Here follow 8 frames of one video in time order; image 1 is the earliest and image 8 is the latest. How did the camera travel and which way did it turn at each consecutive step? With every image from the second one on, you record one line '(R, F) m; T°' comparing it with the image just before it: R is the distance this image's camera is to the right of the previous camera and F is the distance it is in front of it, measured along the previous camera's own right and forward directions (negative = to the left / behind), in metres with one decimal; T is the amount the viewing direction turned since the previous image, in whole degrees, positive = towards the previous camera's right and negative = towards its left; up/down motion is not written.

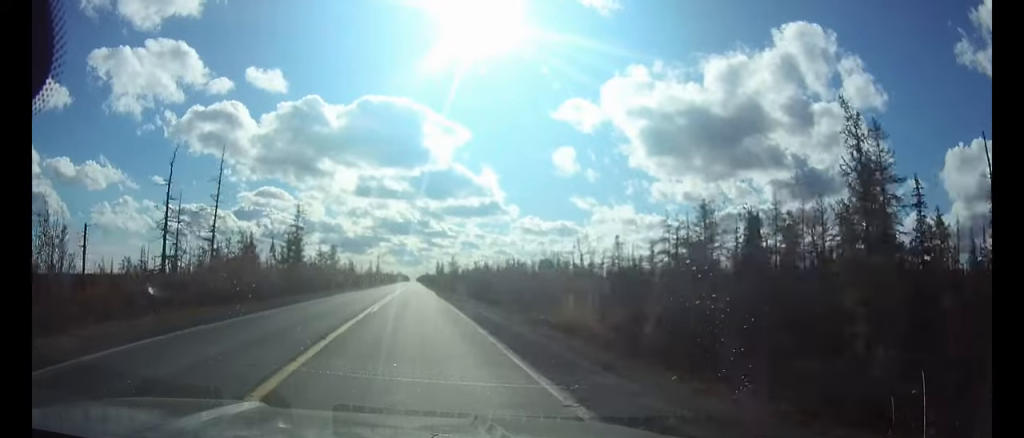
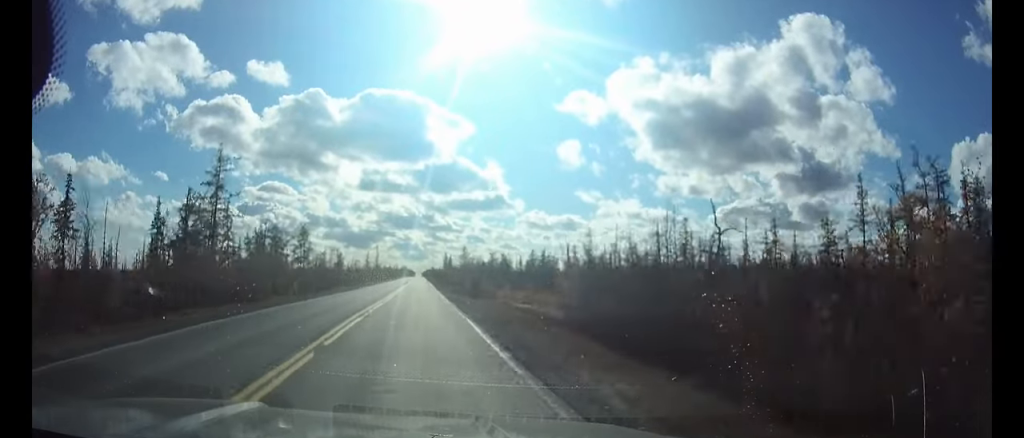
(-0.1, +35.6) m; 0°
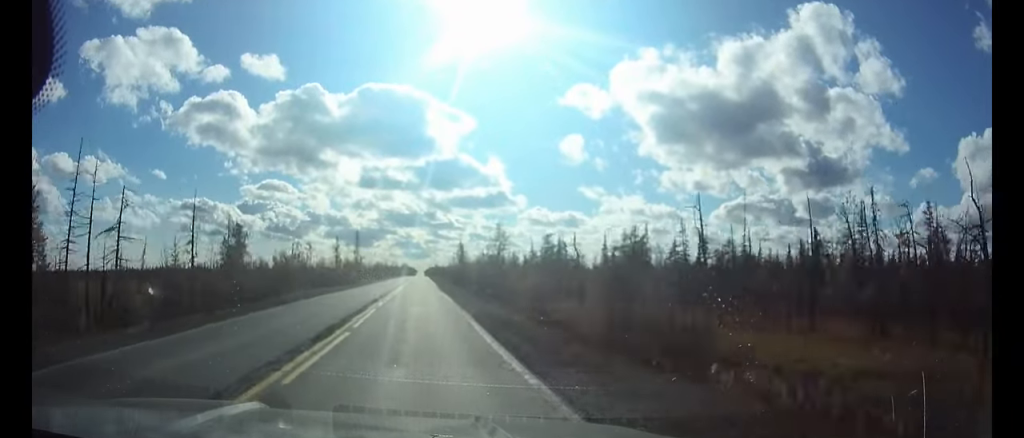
(-0.2, +76.0) m; 0°
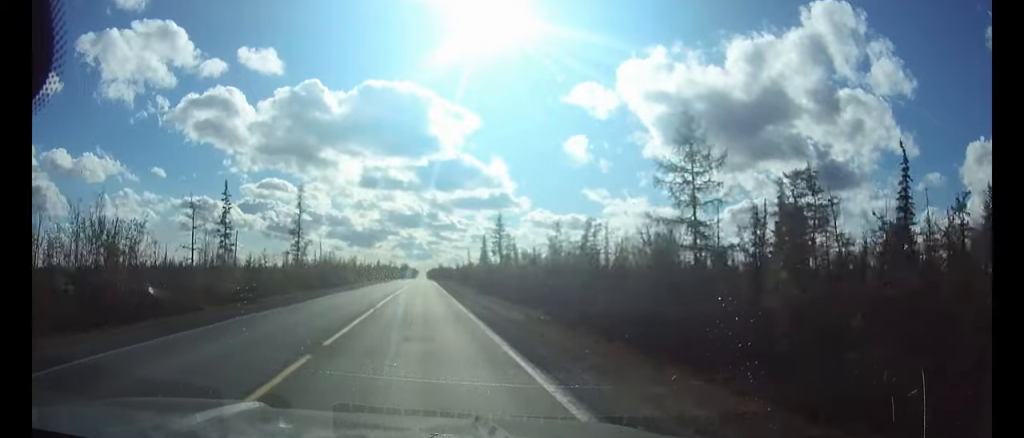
(-0.2, +78.2) m; 0°
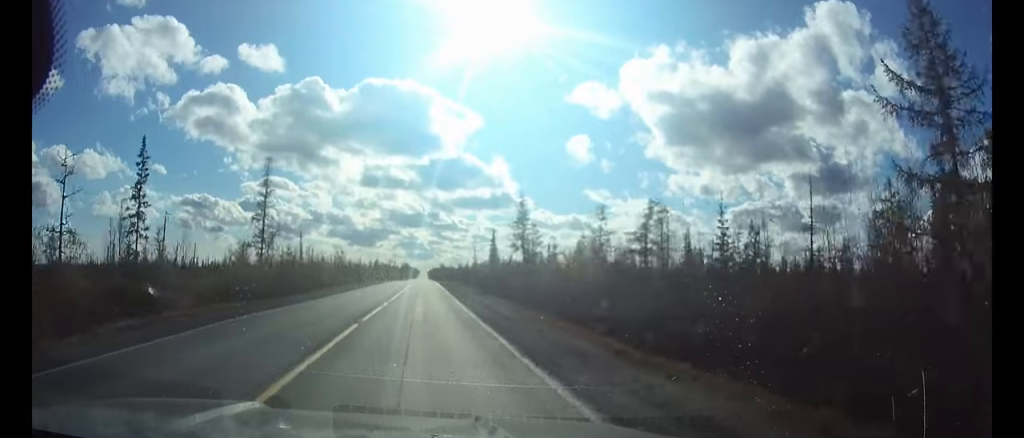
(0.0, +19.3) m; 0°
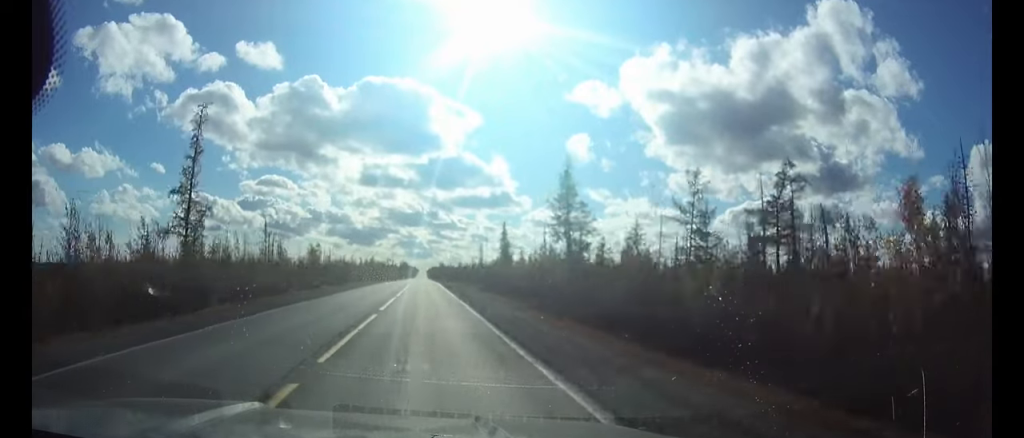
(0.0, +20.8) m; 0°
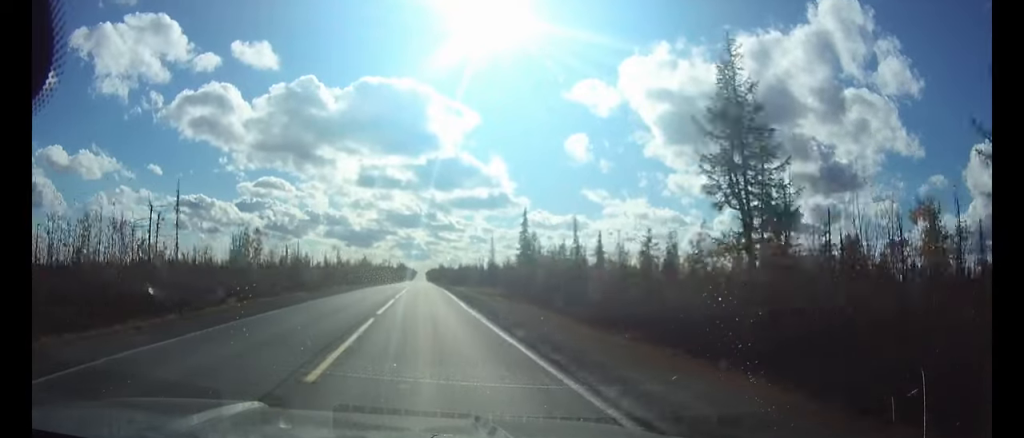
(+0.1, +27.7) m; 0°
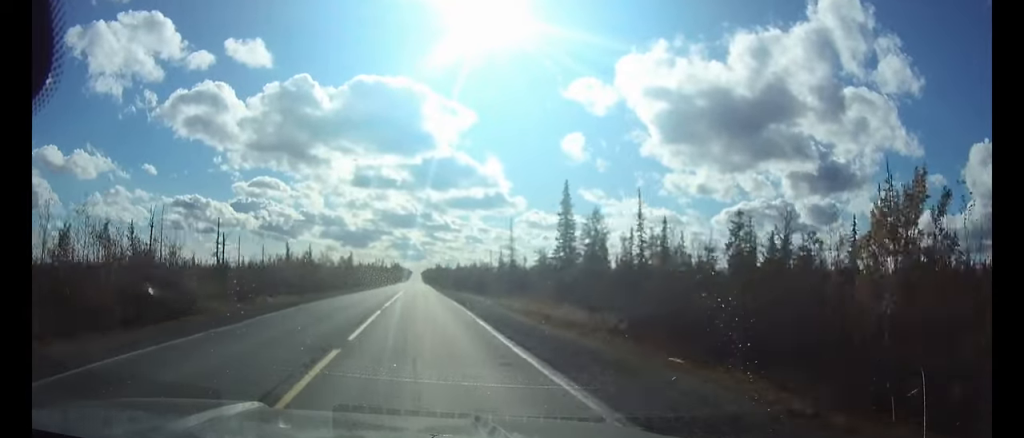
(0.0, +31.7) m; 0°
